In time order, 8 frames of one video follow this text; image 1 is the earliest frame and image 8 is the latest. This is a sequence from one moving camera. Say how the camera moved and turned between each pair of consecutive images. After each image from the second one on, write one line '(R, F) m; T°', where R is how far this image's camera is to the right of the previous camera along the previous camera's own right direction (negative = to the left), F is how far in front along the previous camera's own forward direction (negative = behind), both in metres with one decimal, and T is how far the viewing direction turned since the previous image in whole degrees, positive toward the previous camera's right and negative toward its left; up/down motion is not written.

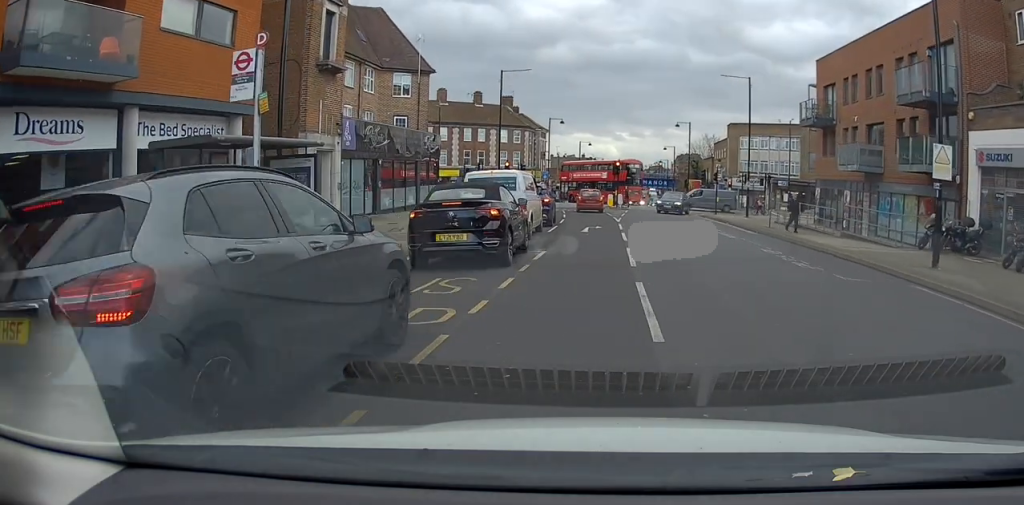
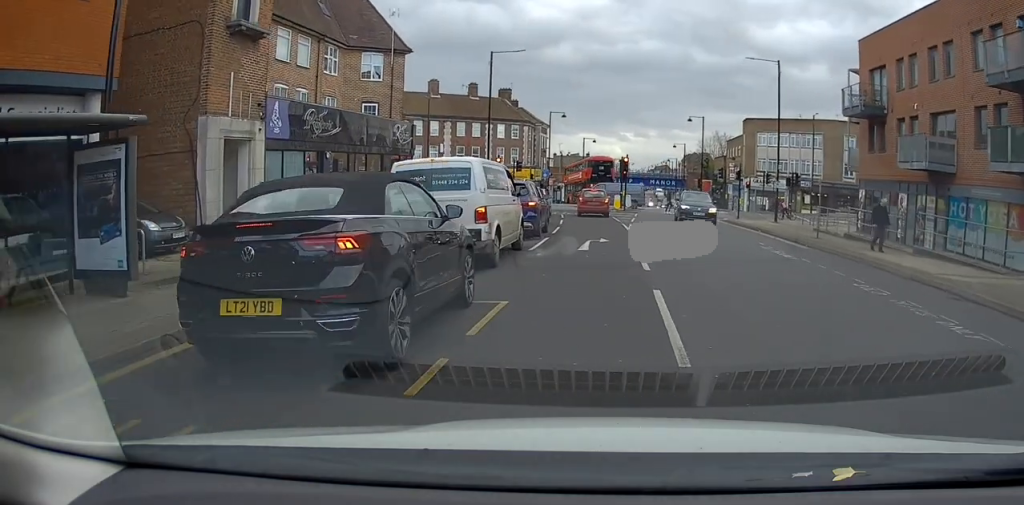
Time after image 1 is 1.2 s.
(-0.2, +6.7) m; -1°
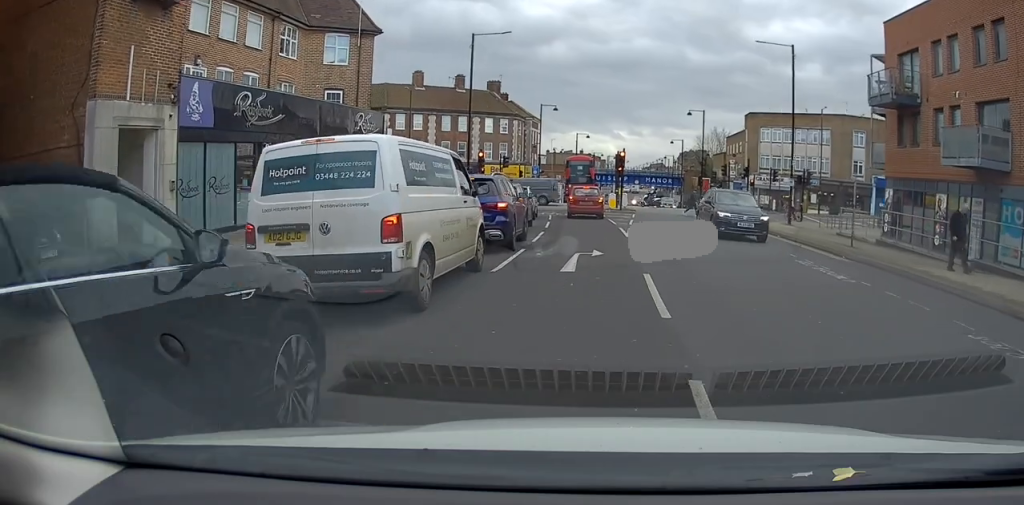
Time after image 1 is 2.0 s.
(+0.1, +4.3) m; +1°
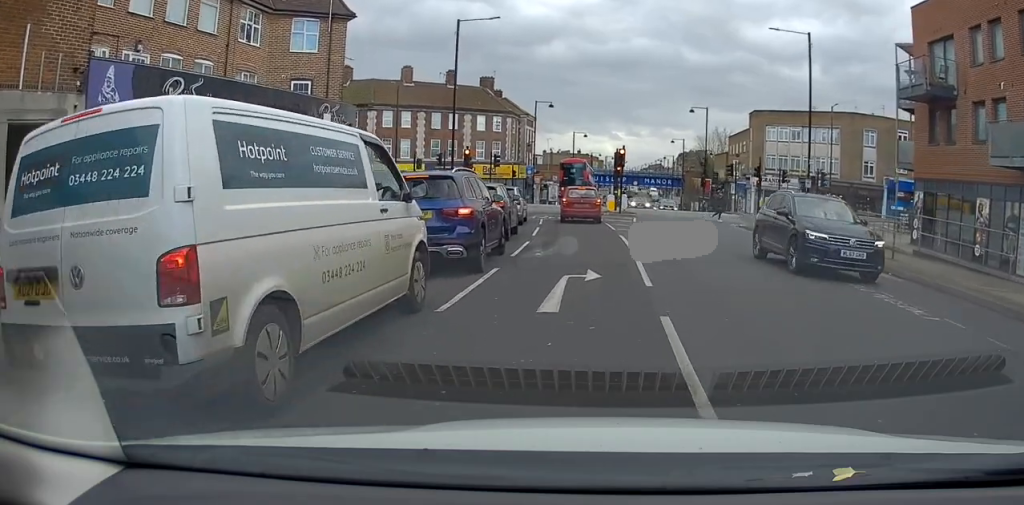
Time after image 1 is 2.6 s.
(0.0, +3.4) m; 0°
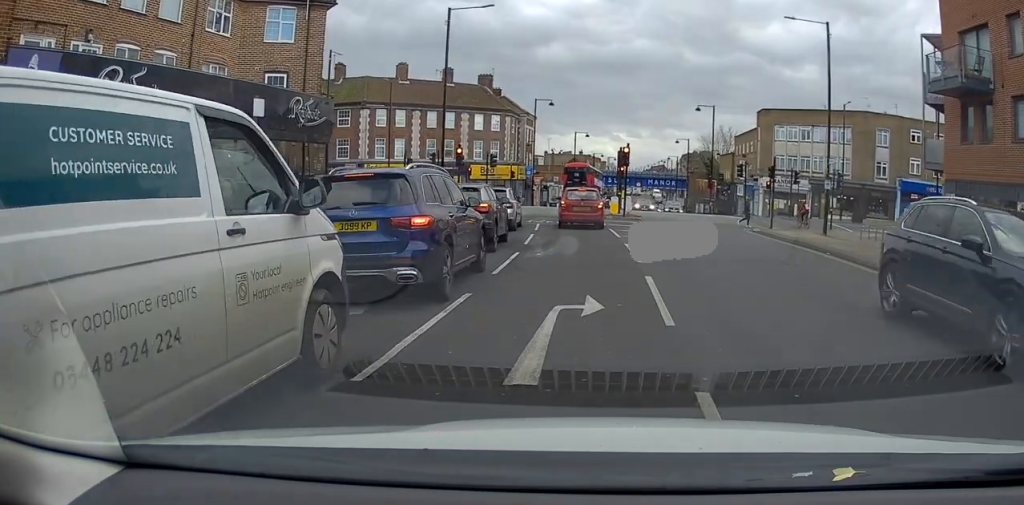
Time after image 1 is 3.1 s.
(0.0, +2.7) m; 0°
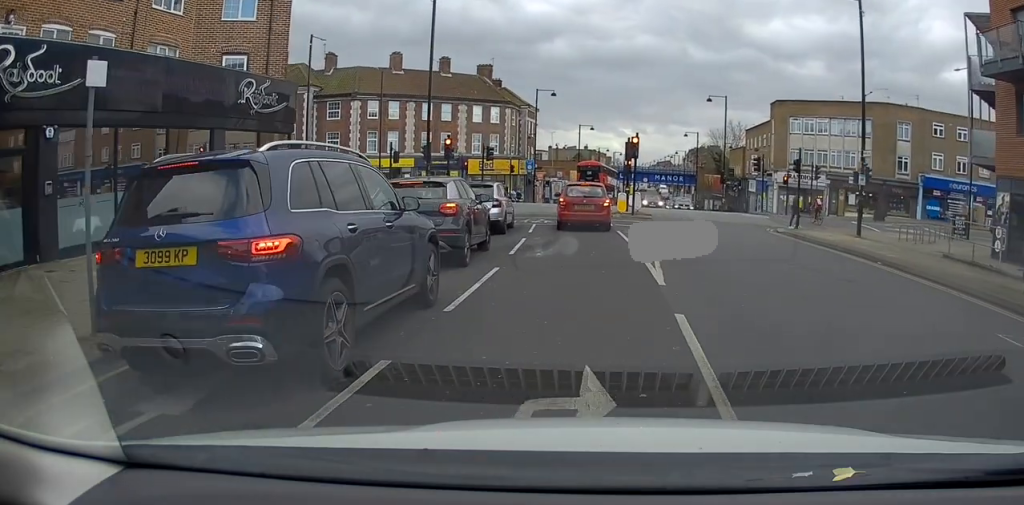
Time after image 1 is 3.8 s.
(0.0, +3.6) m; +1°
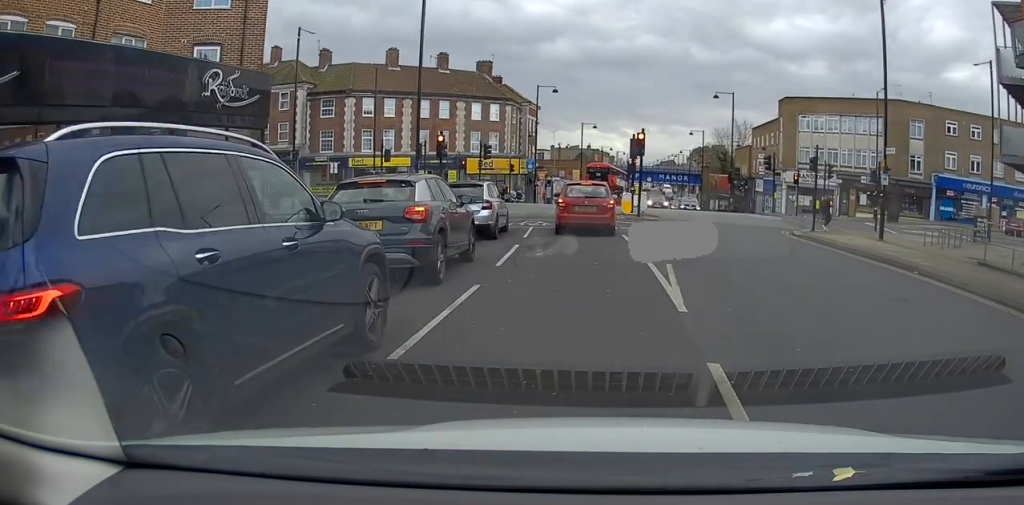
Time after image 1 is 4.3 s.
(0.0, +2.1) m; 0°
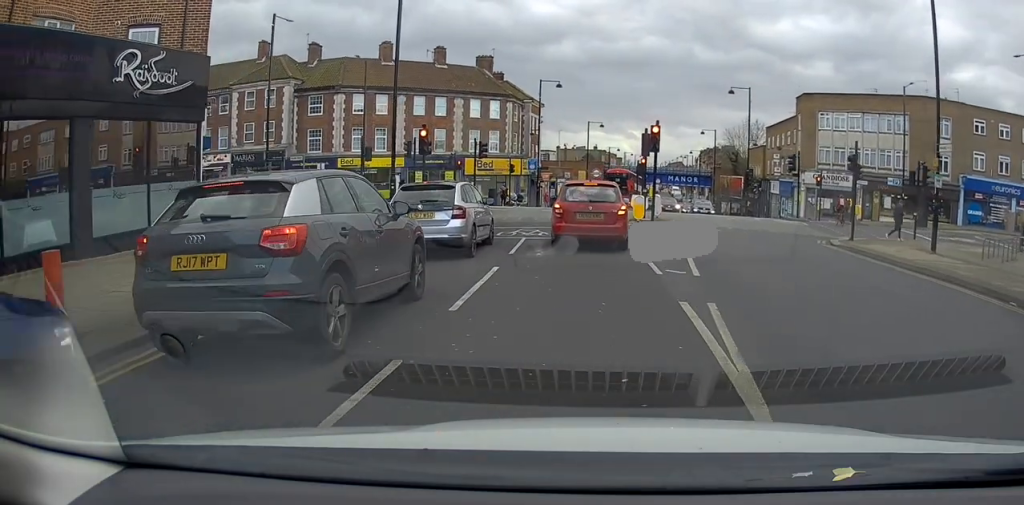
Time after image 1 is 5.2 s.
(+0.1, +3.9) m; -1°
